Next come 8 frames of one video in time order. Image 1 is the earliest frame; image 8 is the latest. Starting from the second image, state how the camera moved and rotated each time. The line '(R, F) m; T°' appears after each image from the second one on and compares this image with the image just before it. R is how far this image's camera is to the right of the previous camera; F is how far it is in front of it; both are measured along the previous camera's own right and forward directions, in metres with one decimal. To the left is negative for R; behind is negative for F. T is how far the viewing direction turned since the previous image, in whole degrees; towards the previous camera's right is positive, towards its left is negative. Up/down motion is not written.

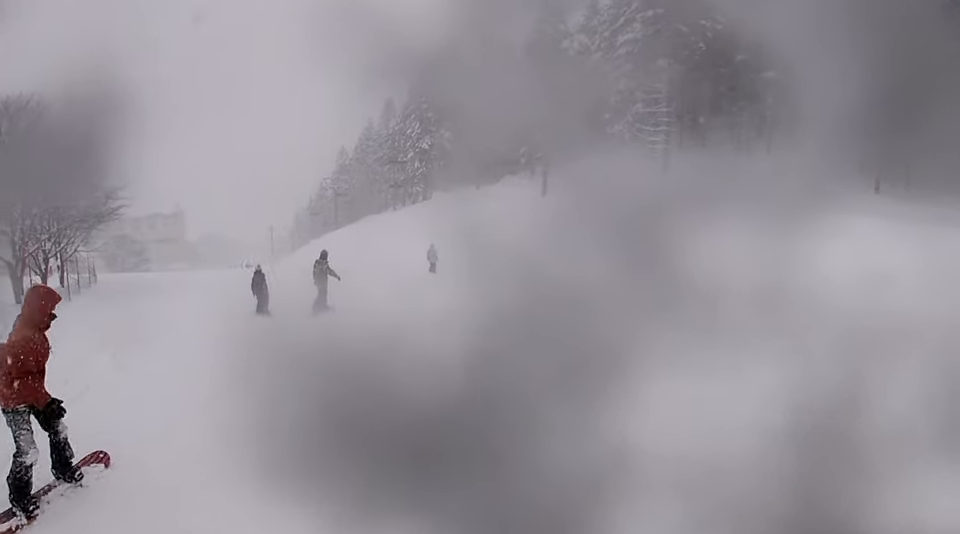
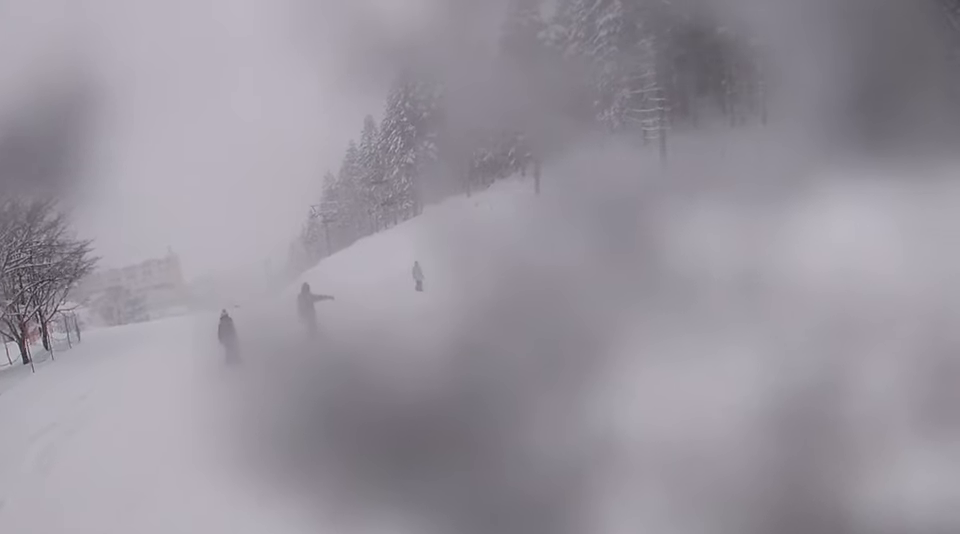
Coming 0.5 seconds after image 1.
(+0.2, +2.3) m; +1°
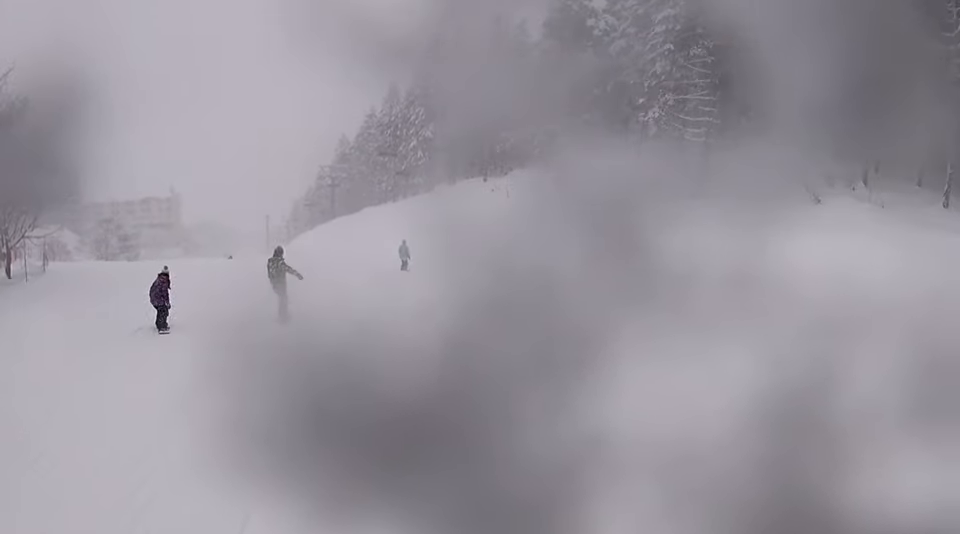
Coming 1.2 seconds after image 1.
(+0.3, +3.1) m; 0°
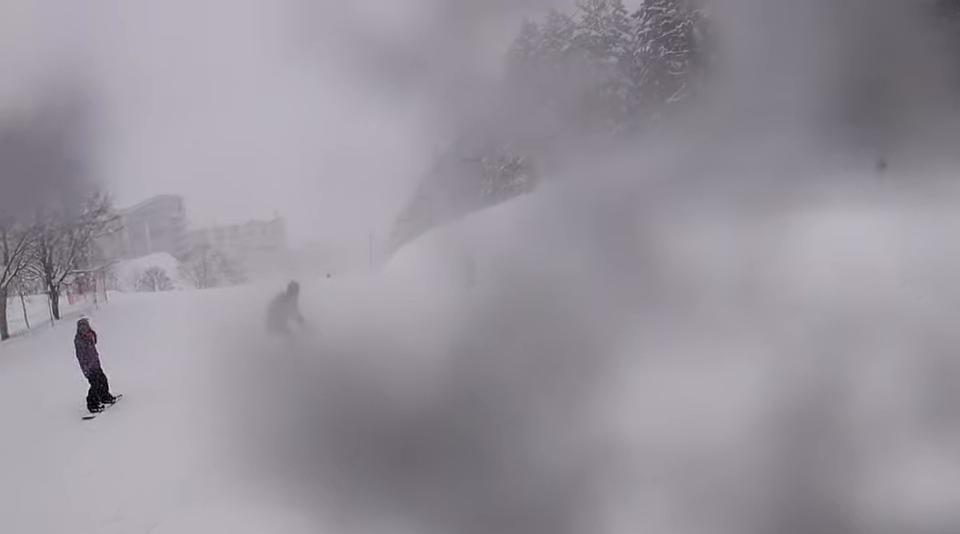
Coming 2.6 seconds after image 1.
(-0.9, +6.3) m; -14°
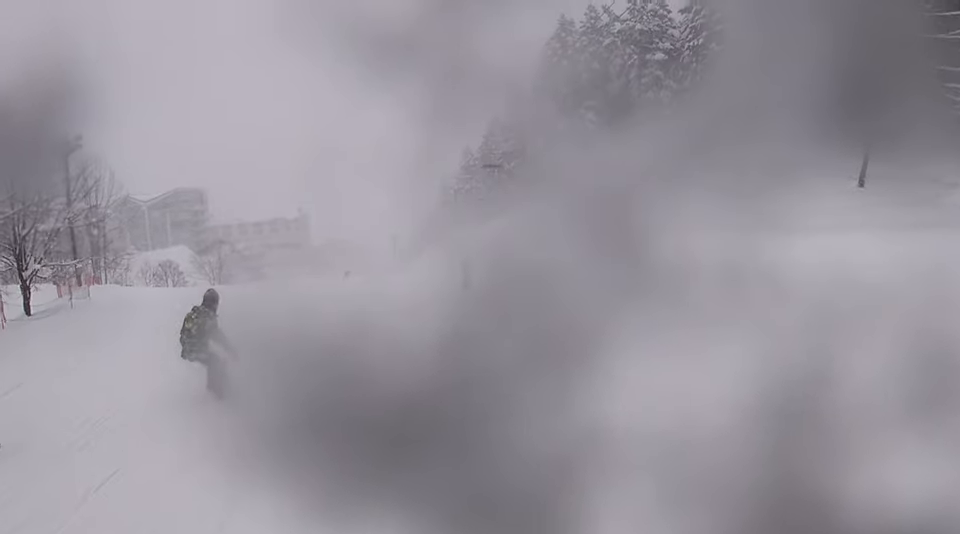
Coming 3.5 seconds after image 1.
(-0.3, +3.9) m; -6°
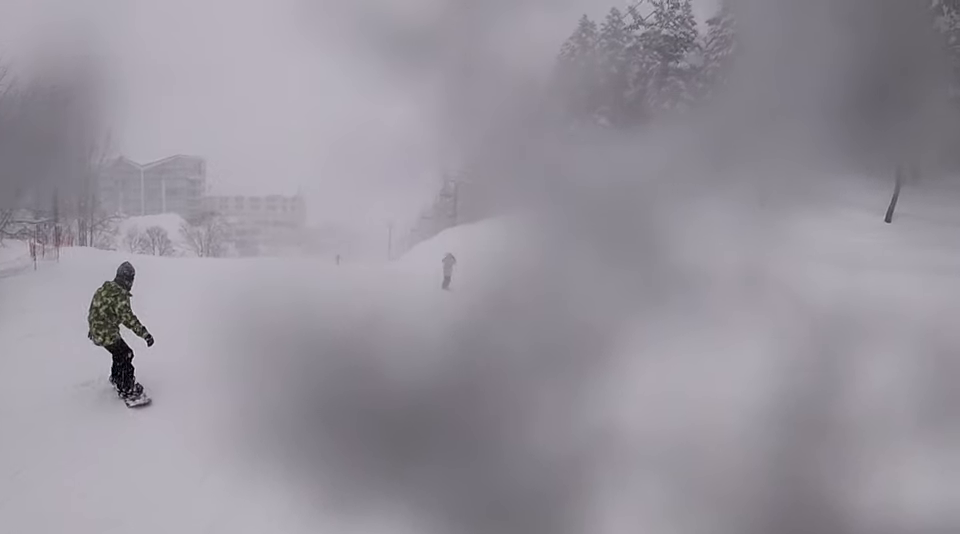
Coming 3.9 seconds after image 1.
(-0.3, +2.0) m; 0°
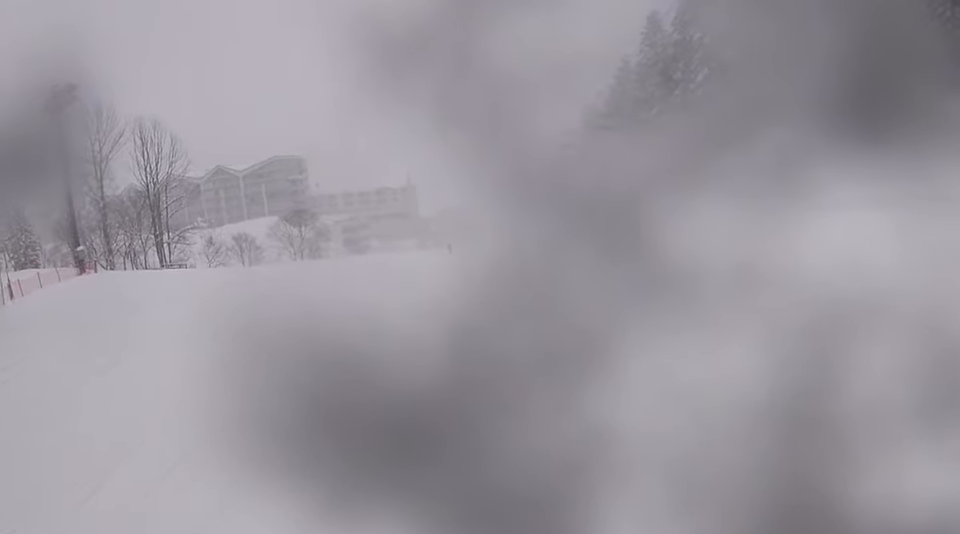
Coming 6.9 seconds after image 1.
(-2.0, +12.1) m; -3°
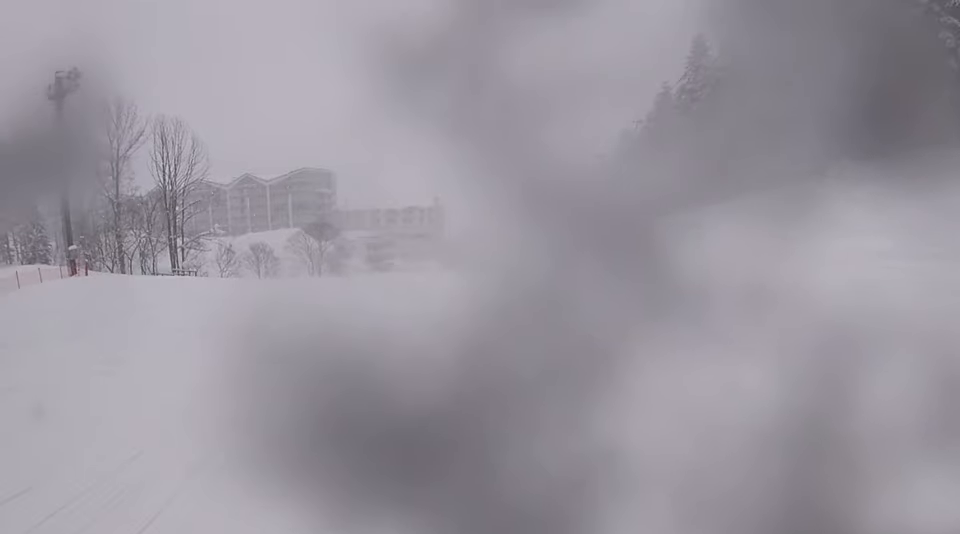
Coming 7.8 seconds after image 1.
(-0.1, +4.1) m; -13°
